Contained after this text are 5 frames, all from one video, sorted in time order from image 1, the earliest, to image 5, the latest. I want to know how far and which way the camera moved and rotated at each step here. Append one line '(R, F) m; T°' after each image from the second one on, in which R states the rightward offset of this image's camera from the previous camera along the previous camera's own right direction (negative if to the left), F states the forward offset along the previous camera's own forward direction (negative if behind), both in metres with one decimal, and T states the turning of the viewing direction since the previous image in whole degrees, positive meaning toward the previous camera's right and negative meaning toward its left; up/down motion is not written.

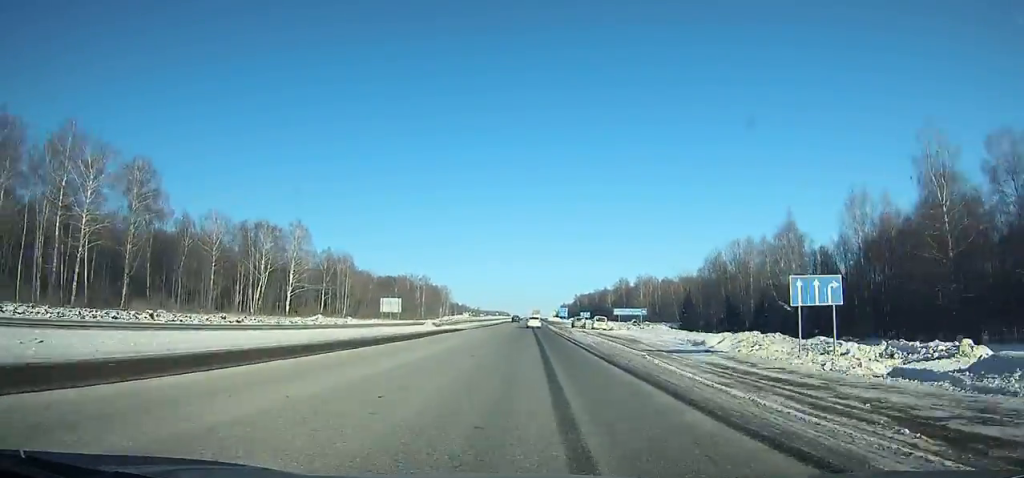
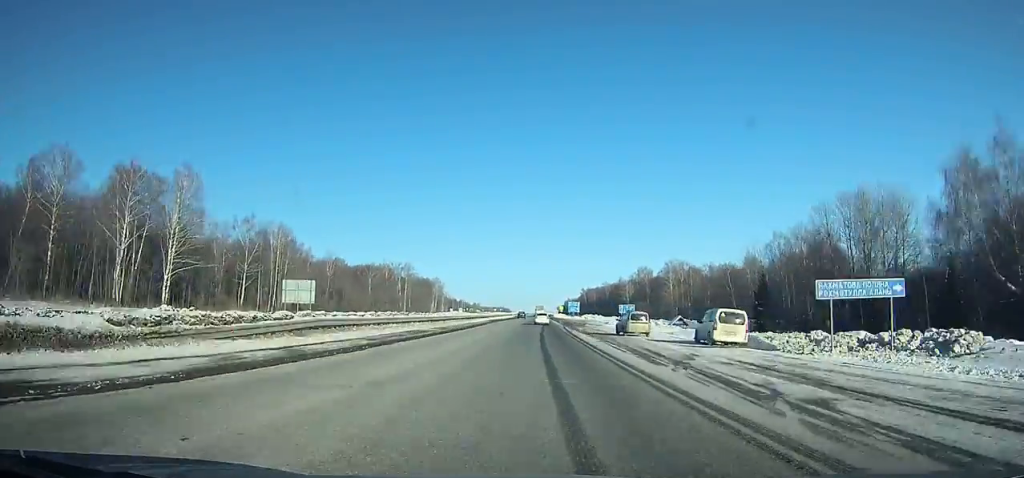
(-0.1, +46.6) m; 0°
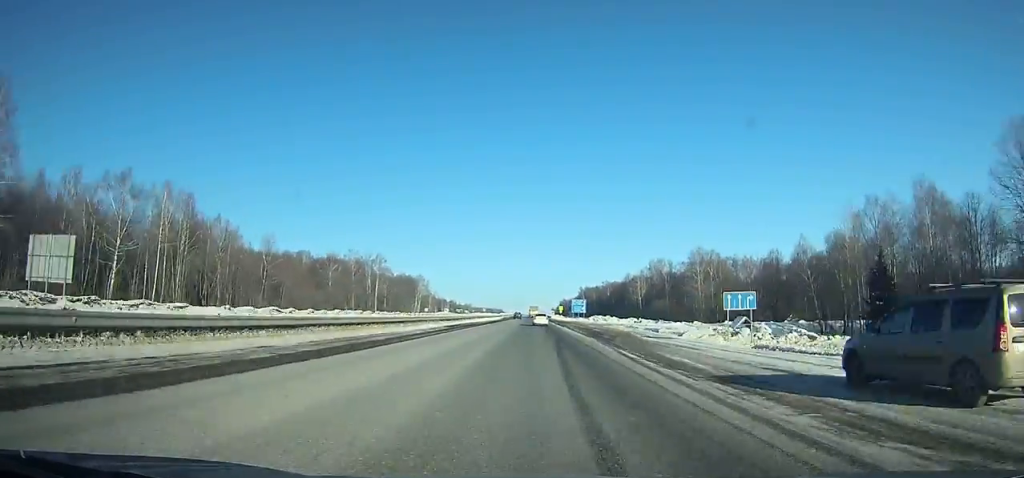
(0.0, +36.0) m; 0°
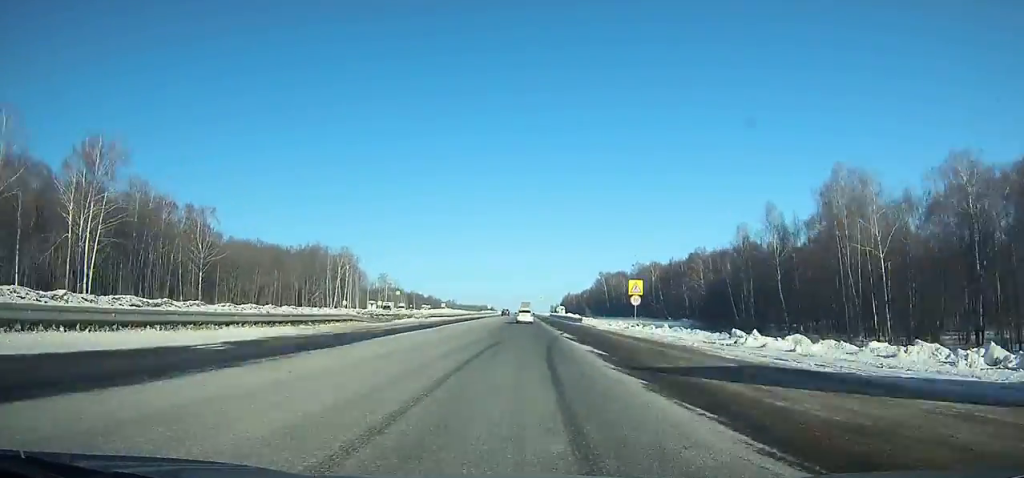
(+0.5, +143.1) m; 0°
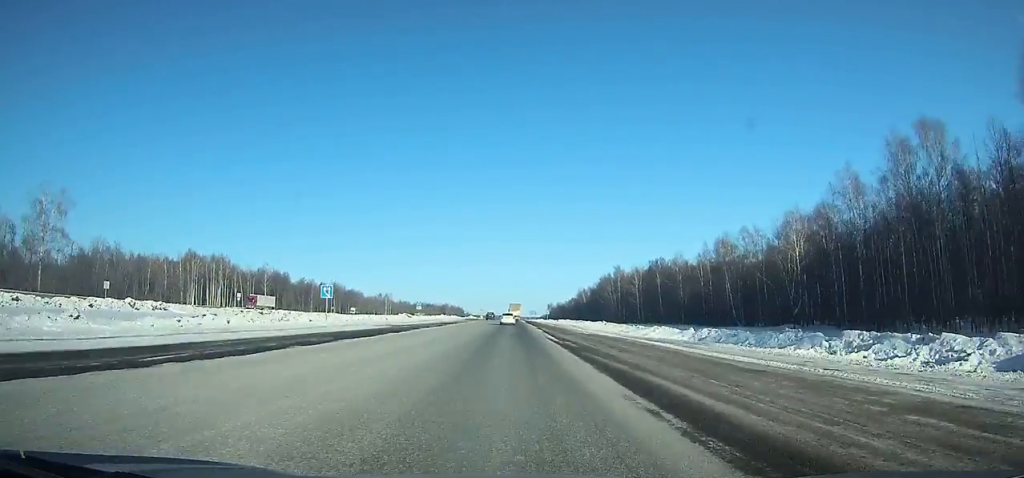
(-1.7, +310.3) m; +1°
